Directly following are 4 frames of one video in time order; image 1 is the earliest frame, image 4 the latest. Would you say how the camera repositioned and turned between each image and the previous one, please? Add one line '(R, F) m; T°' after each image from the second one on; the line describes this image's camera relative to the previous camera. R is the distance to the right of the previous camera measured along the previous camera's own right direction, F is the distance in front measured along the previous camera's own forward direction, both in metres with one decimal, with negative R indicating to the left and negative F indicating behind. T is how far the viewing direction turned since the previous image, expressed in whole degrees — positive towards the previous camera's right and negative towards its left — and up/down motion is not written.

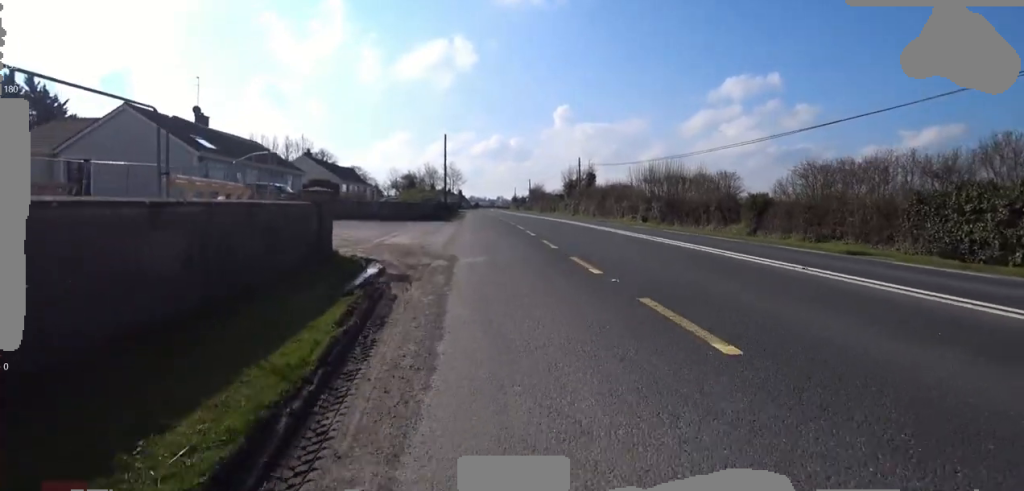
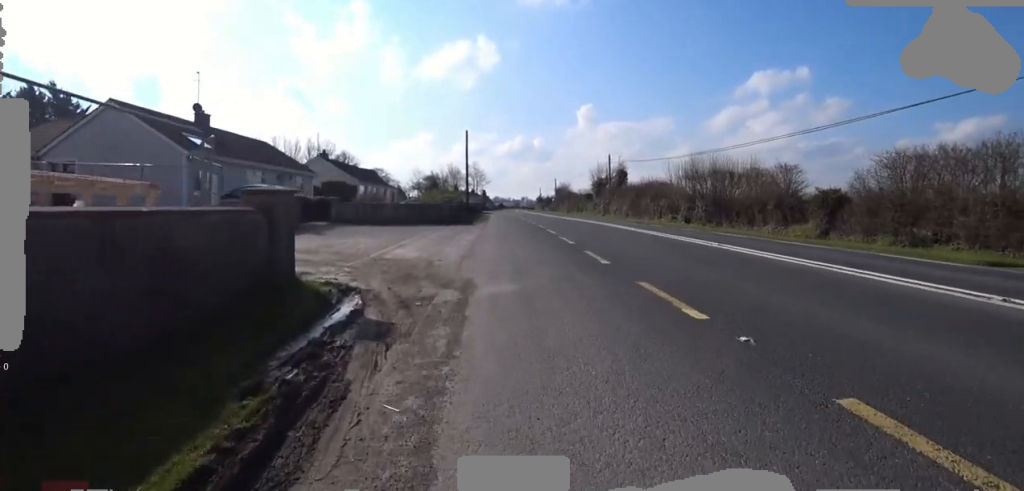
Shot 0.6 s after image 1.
(-0.3, +2.6) m; +2°
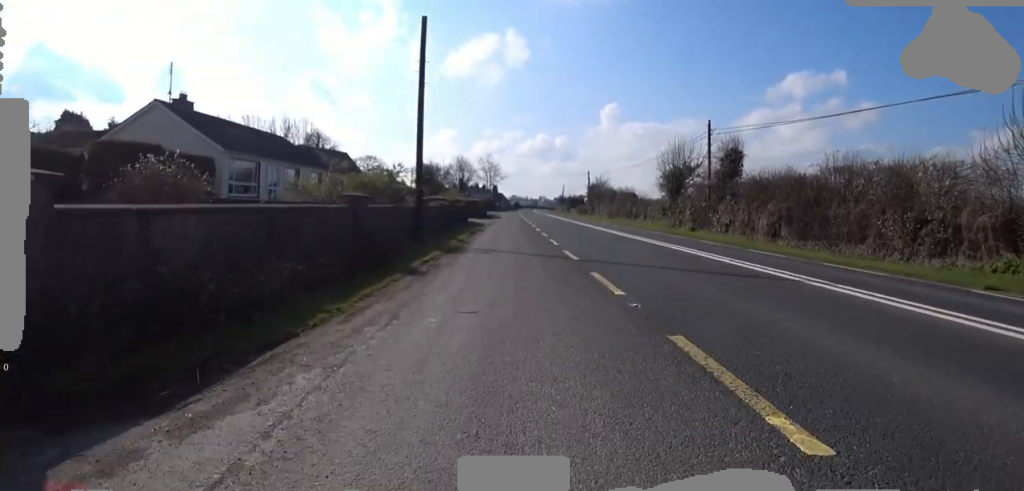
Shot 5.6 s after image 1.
(-1.8, +21.9) m; -6°
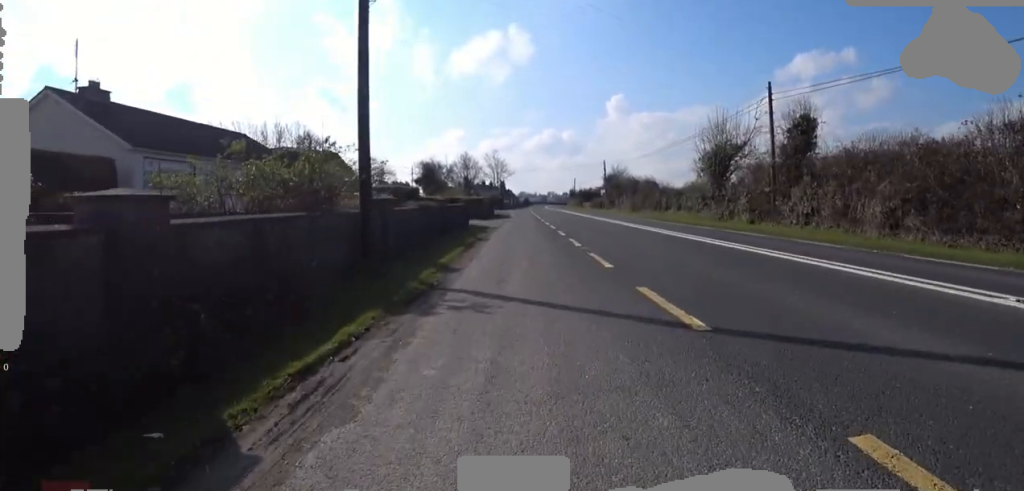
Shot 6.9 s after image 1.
(+0.6, +5.9) m; +1°
